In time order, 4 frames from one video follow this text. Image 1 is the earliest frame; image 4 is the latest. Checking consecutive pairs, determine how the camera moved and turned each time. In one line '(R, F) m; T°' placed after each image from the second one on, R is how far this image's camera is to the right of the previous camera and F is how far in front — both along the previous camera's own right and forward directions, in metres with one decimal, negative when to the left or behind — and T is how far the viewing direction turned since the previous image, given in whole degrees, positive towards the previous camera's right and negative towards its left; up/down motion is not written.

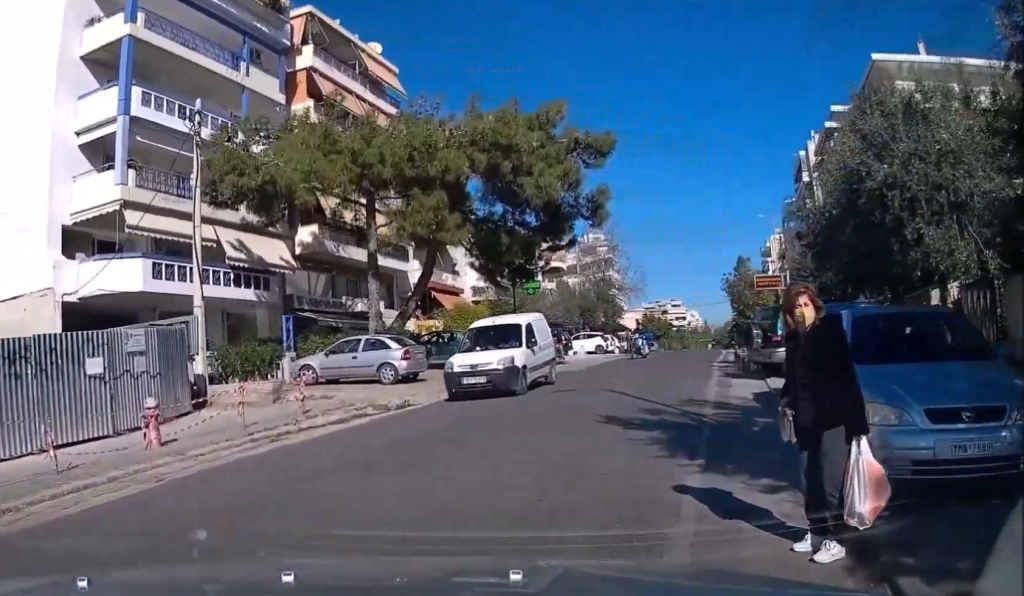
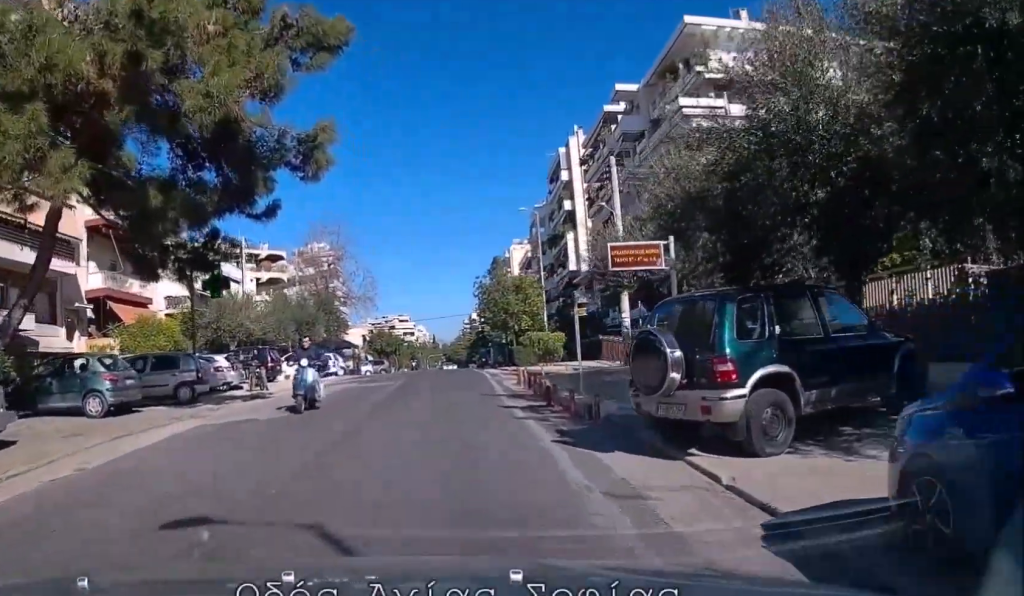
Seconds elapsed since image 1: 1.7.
(+2.5, +10.0) m; +20°
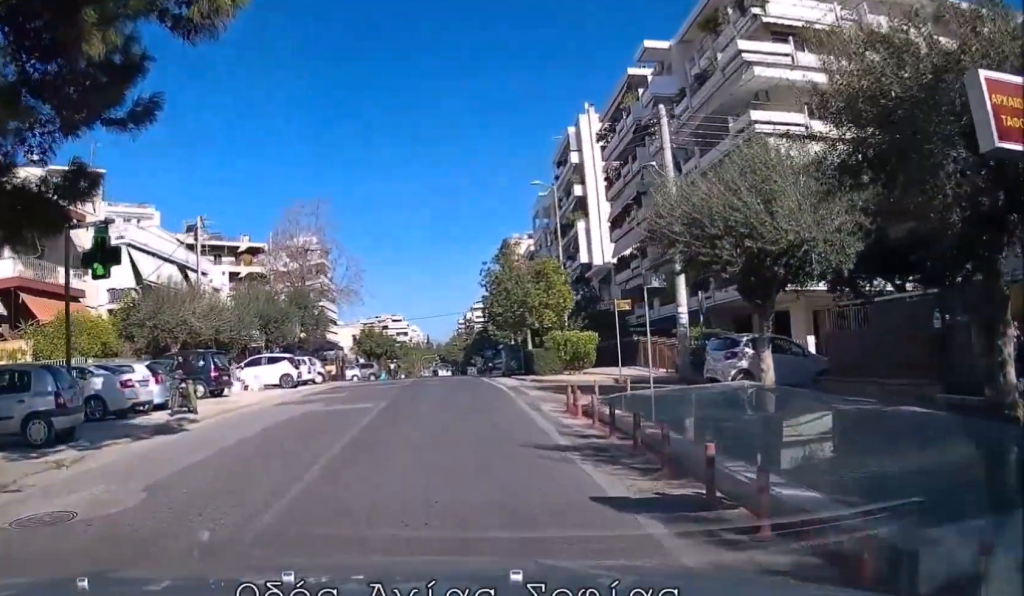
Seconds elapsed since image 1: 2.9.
(+0.5, +7.8) m; +4°
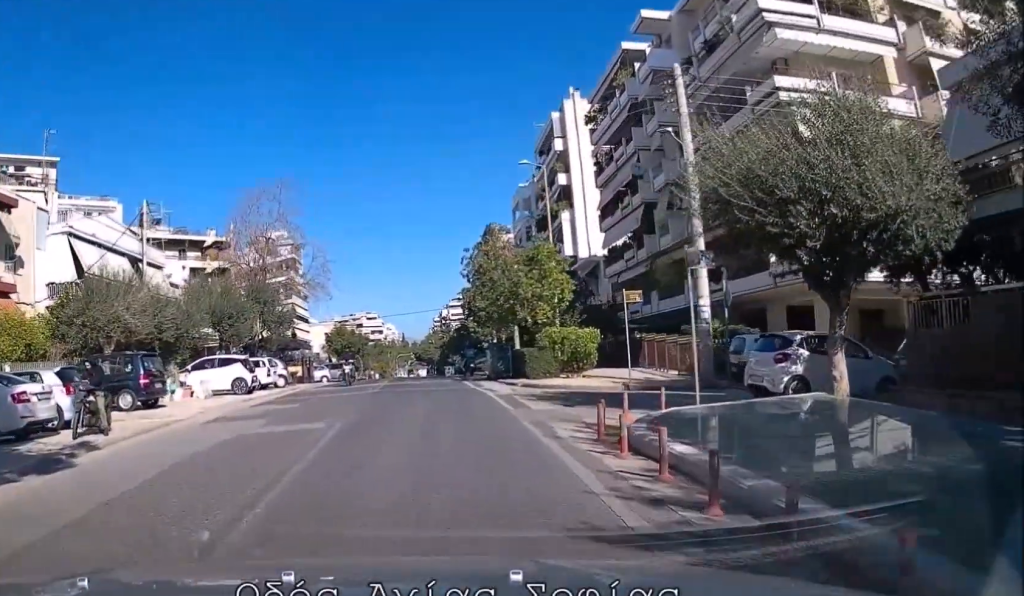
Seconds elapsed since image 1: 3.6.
(0.0, +4.0) m; -1°
